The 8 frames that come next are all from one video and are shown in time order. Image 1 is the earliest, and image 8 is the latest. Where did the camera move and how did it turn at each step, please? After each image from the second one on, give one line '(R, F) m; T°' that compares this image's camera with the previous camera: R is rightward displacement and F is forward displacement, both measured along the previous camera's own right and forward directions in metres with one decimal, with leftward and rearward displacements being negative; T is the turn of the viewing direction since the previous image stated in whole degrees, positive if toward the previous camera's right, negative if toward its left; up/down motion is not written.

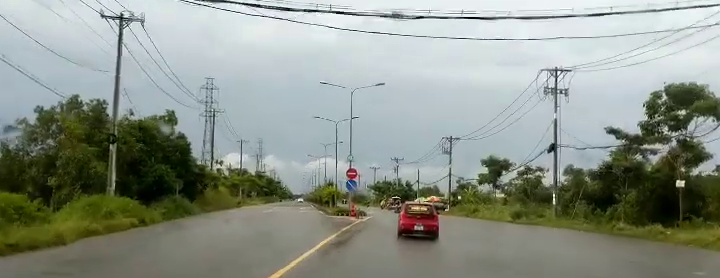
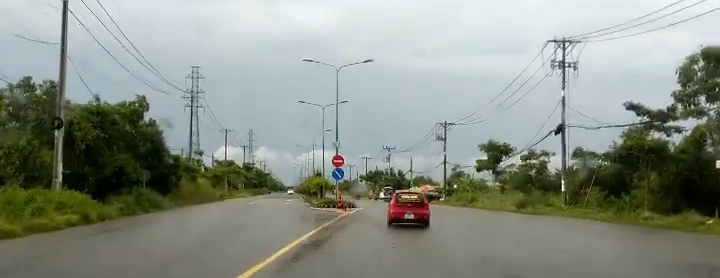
(-0.3, +5.3) m; +3°
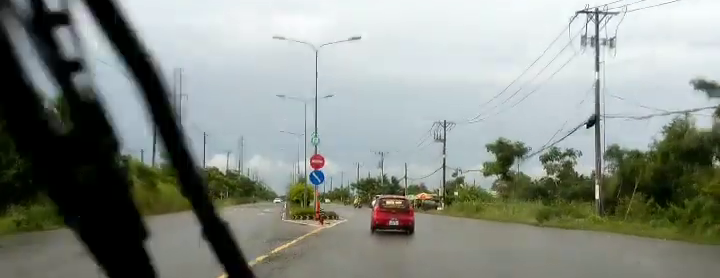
(+0.9, +9.3) m; +1°
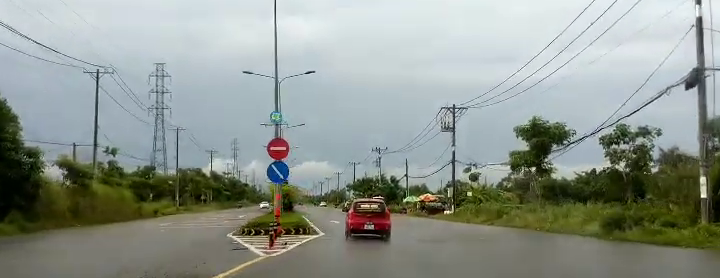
(-0.4, +13.0) m; -3°
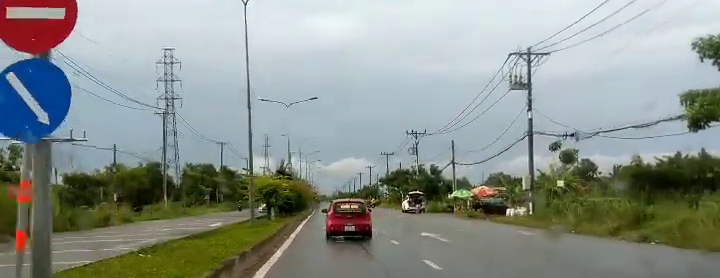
(+0.6, +21.3) m; +4°
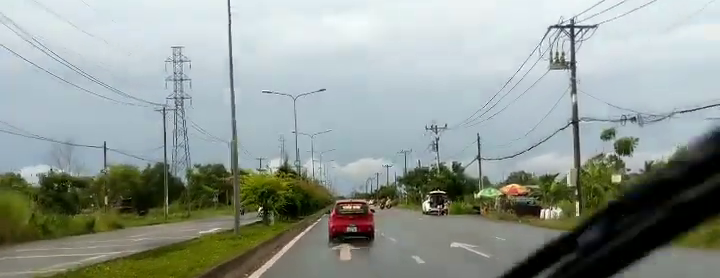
(+0.3, +6.4) m; 0°
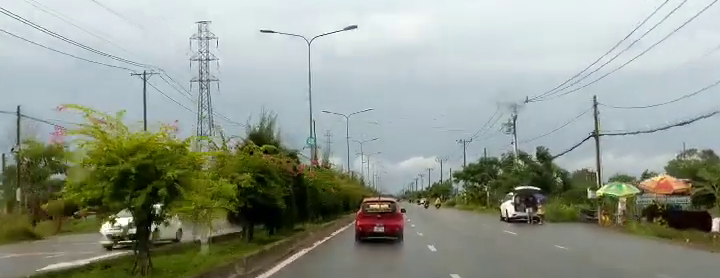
(-2.0, +21.3) m; -11°
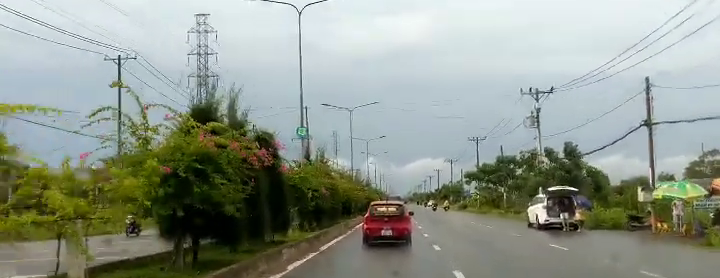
(0.0, +6.8) m; -4°
